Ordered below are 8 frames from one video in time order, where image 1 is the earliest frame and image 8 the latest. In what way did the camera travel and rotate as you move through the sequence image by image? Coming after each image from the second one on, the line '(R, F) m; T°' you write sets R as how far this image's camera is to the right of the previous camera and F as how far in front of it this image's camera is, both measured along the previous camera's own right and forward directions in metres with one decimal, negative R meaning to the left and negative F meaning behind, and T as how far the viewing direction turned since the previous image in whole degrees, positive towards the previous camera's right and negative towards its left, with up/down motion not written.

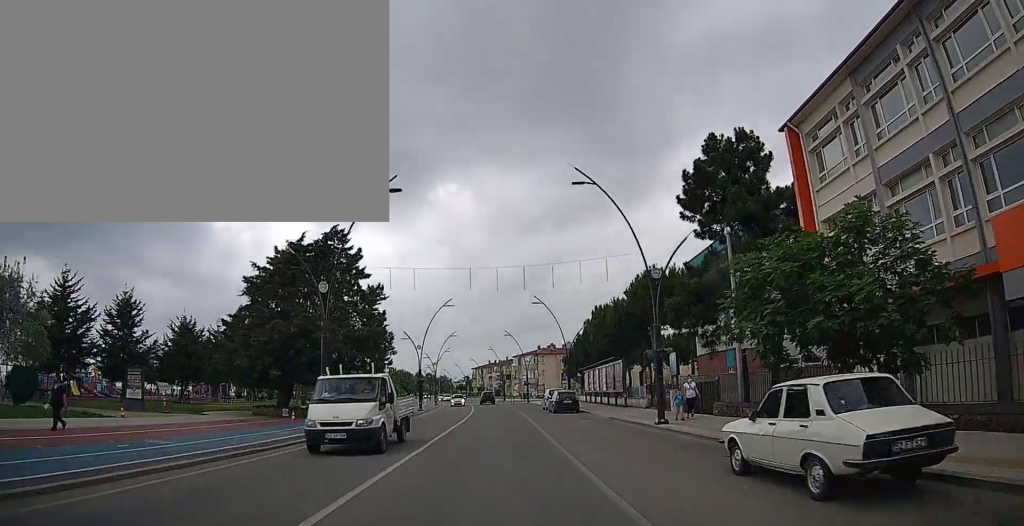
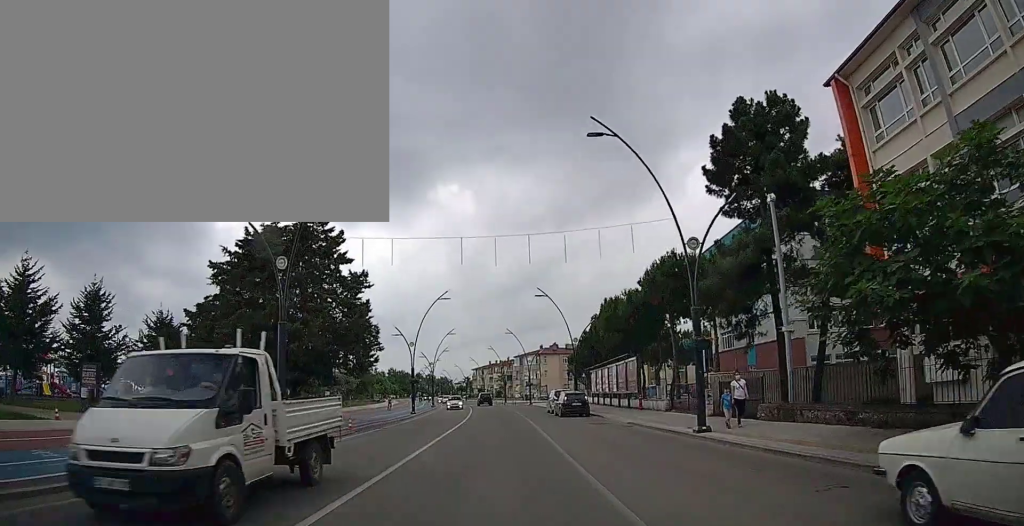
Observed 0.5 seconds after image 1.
(+0.1, +4.8) m; 0°
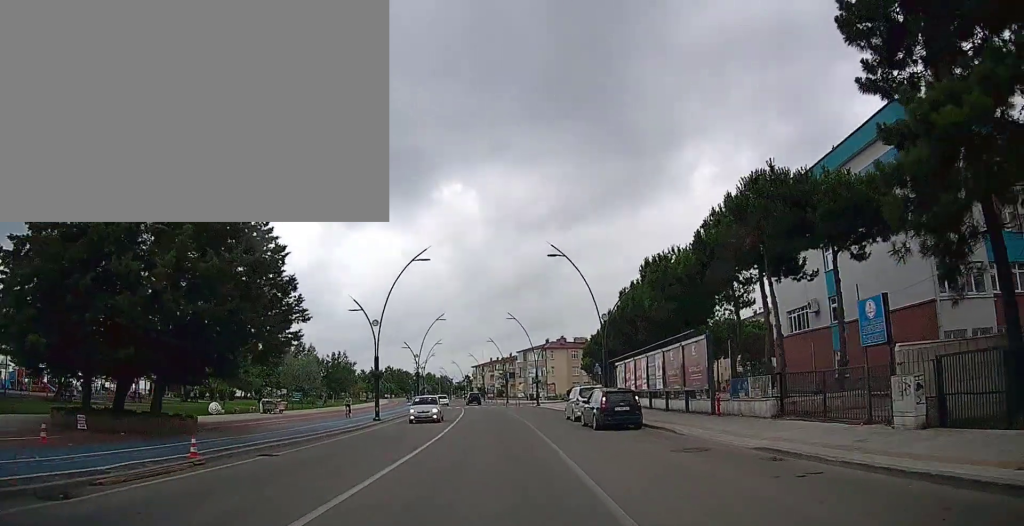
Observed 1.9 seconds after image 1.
(-0.1, +13.1) m; 0°
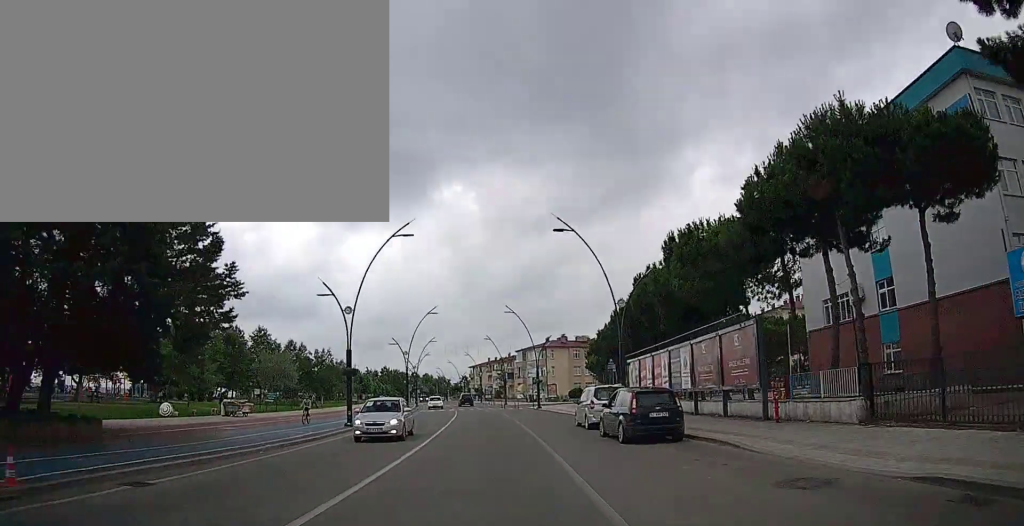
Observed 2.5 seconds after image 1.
(+0.1, +5.1) m; 0°
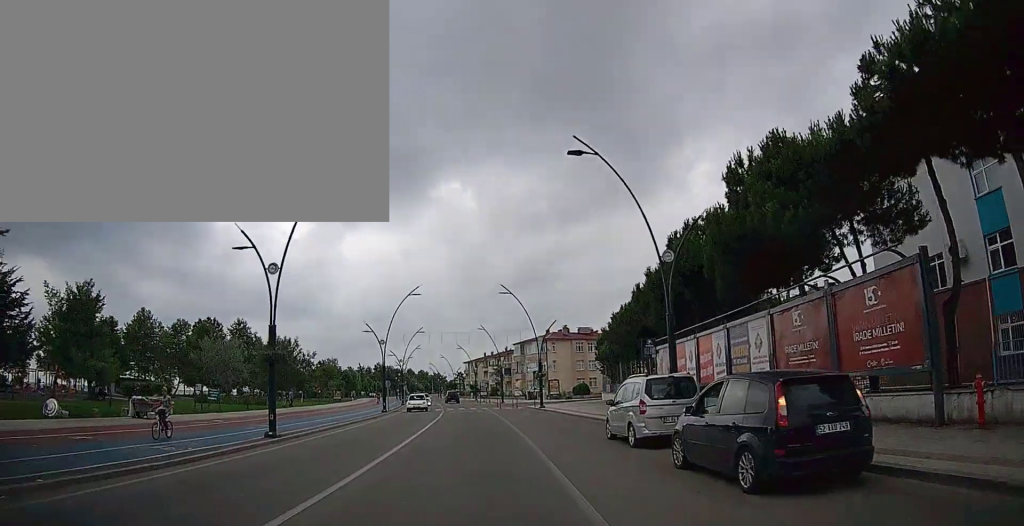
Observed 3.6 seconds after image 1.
(-0.2, +9.1) m; +1°
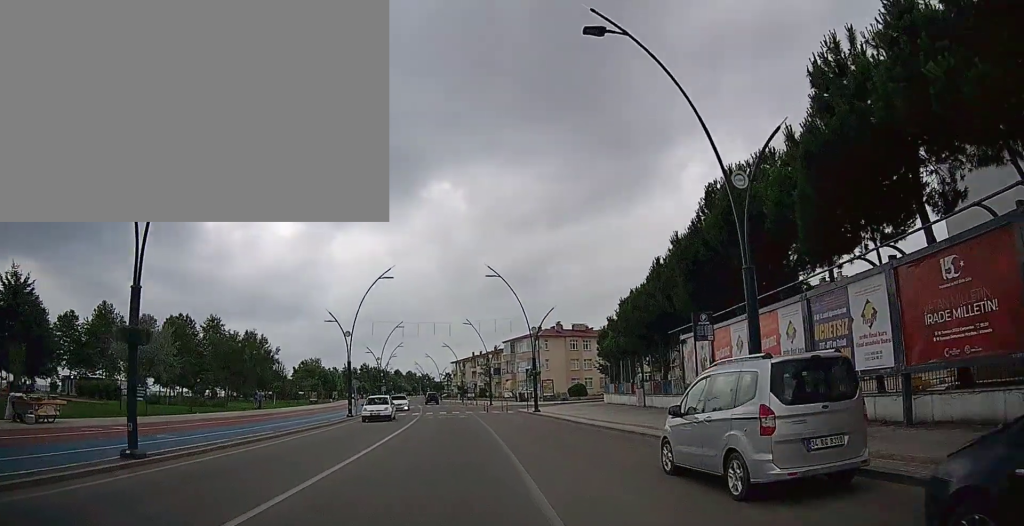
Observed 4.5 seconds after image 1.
(+0.3, +7.1) m; 0°
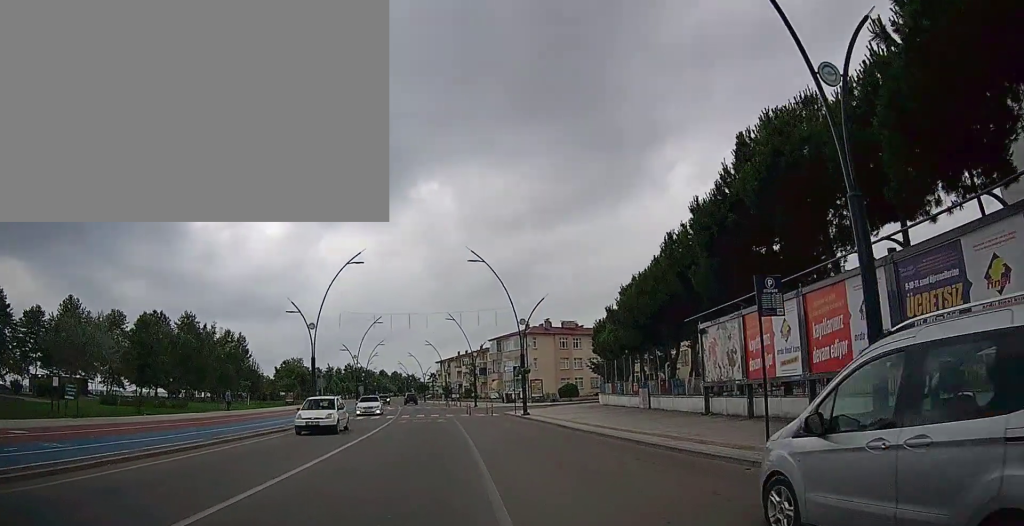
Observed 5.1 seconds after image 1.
(-0.1, +4.6) m; 0°
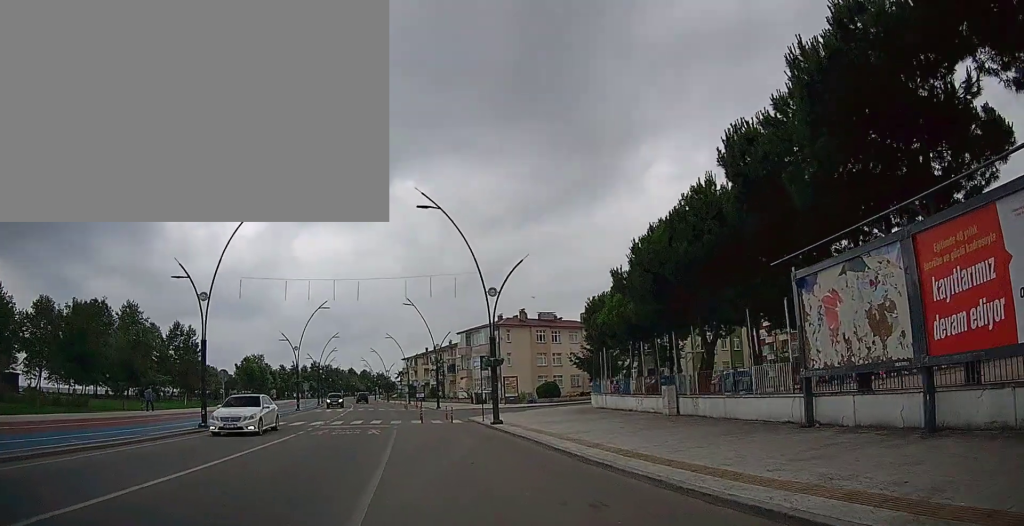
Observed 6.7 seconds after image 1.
(+0.2, +10.2) m; +3°
